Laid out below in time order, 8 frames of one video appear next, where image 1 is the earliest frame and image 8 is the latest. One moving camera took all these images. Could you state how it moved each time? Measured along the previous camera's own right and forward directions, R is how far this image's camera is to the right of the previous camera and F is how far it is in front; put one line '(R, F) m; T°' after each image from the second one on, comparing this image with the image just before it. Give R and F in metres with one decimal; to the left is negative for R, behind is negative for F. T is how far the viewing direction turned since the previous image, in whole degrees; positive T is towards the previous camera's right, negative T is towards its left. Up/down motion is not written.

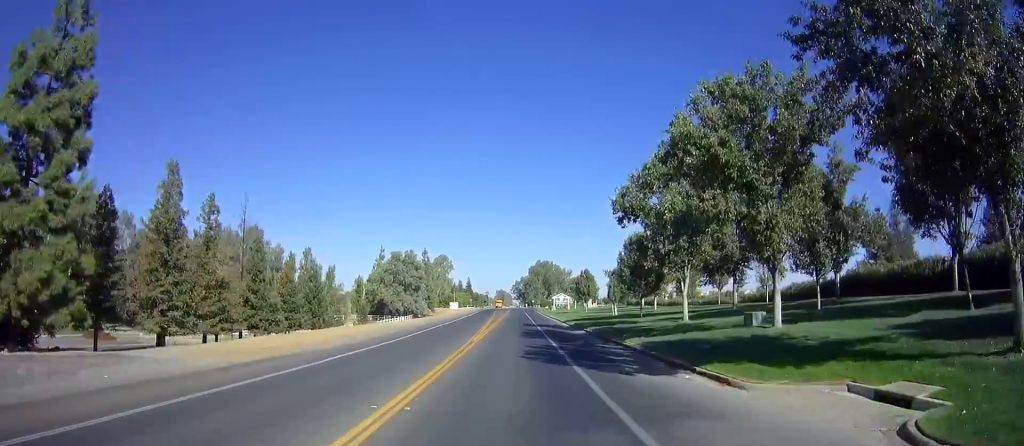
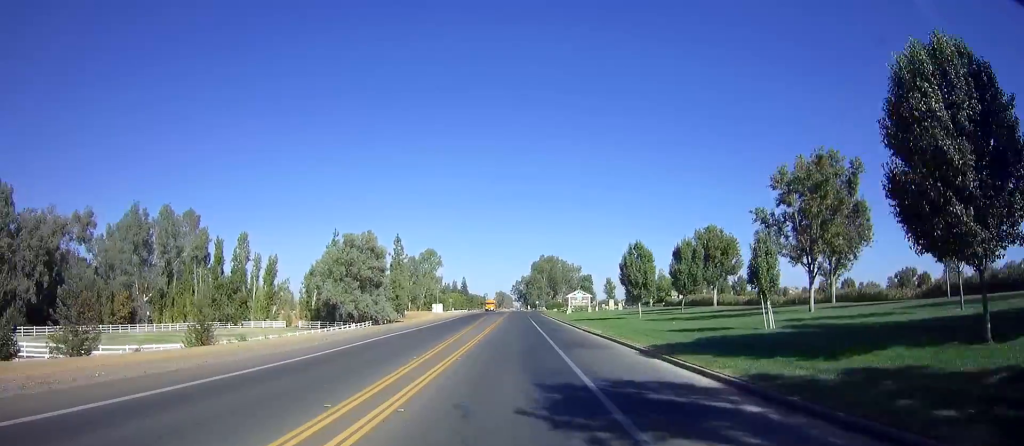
(0.0, +38.0) m; 0°
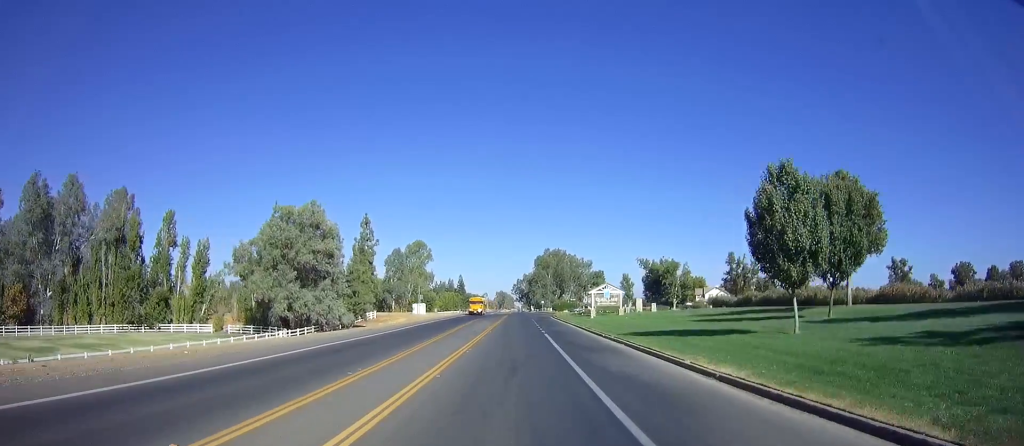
(+0.1, +28.1) m; 0°
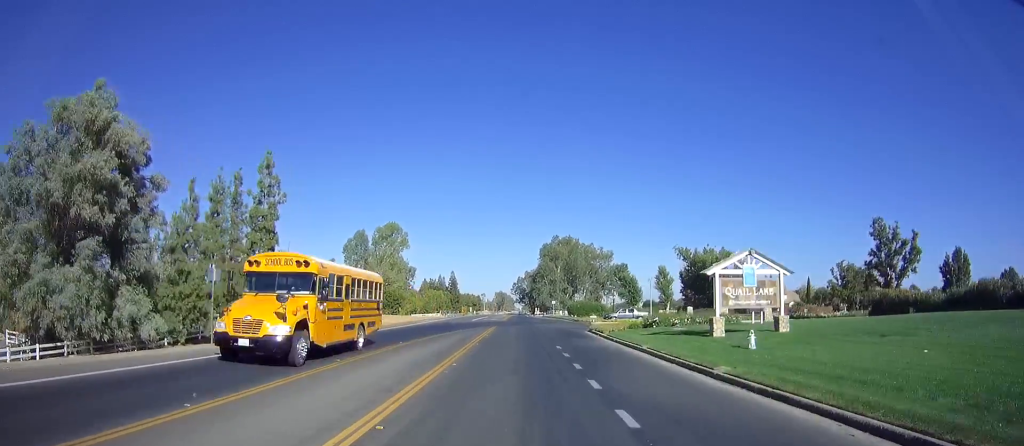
(-0.1, +42.1) m; 0°
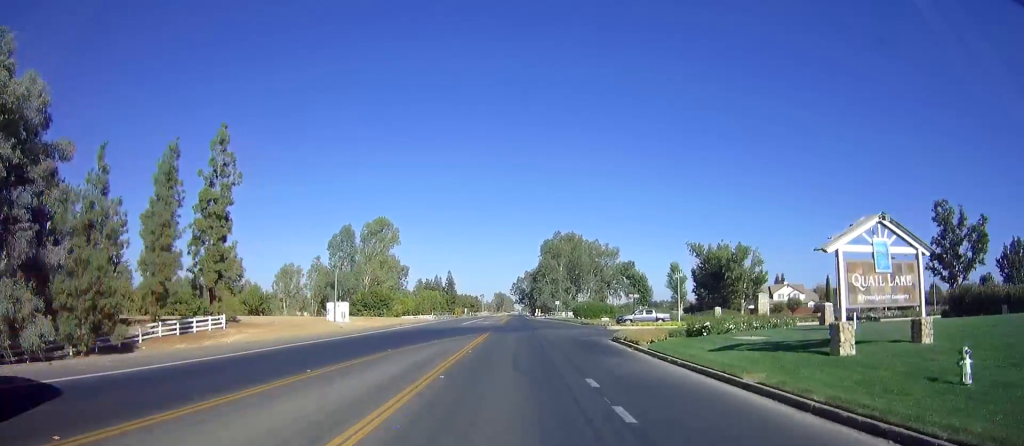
(0.0, +10.4) m; 0°
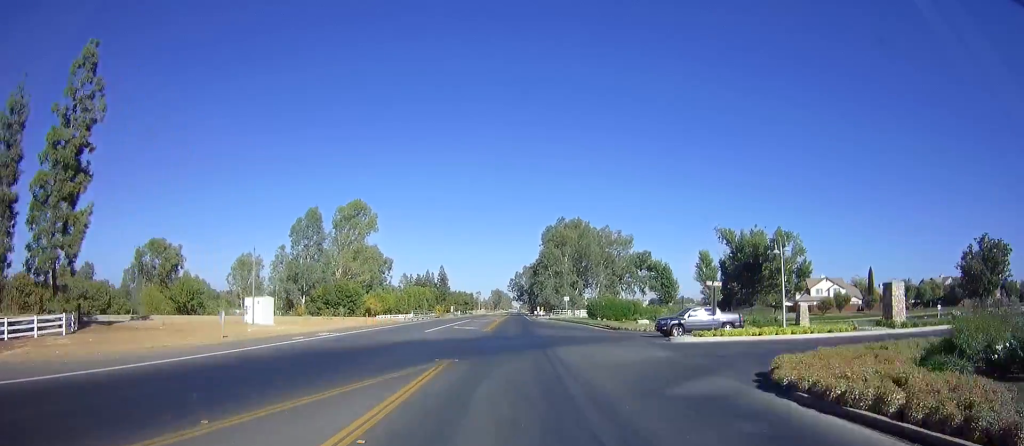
(0.0, +20.0) m; 0°
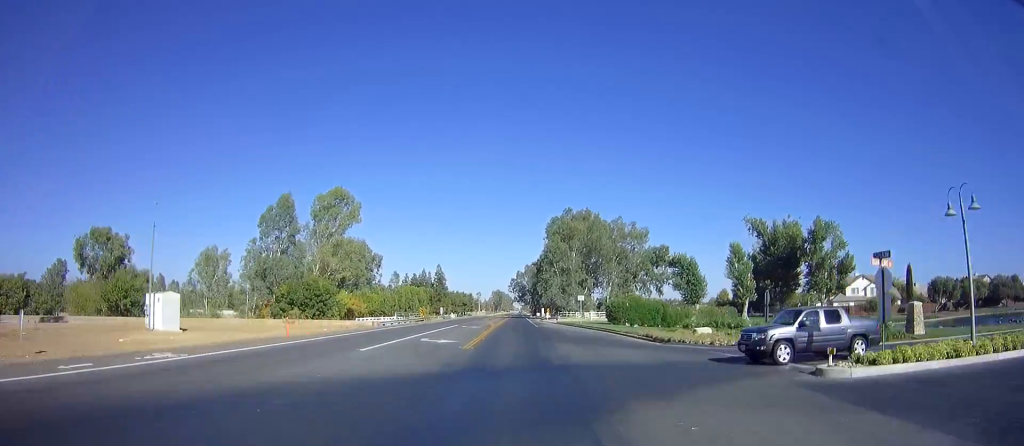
(+0.1, +13.8) m; 0°
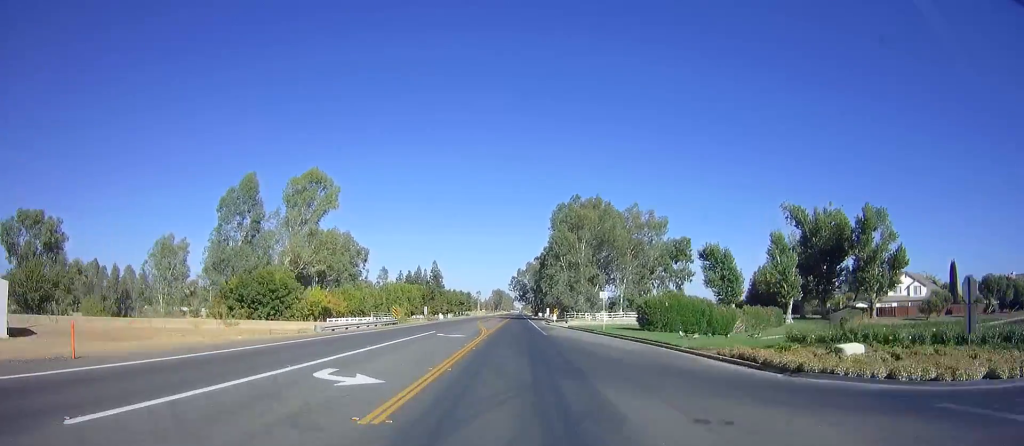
(0.0, +13.8) m; 0°
